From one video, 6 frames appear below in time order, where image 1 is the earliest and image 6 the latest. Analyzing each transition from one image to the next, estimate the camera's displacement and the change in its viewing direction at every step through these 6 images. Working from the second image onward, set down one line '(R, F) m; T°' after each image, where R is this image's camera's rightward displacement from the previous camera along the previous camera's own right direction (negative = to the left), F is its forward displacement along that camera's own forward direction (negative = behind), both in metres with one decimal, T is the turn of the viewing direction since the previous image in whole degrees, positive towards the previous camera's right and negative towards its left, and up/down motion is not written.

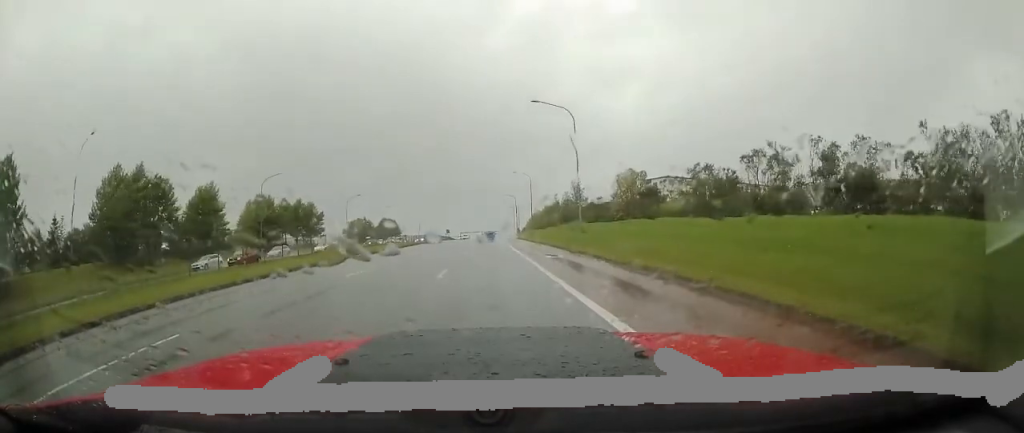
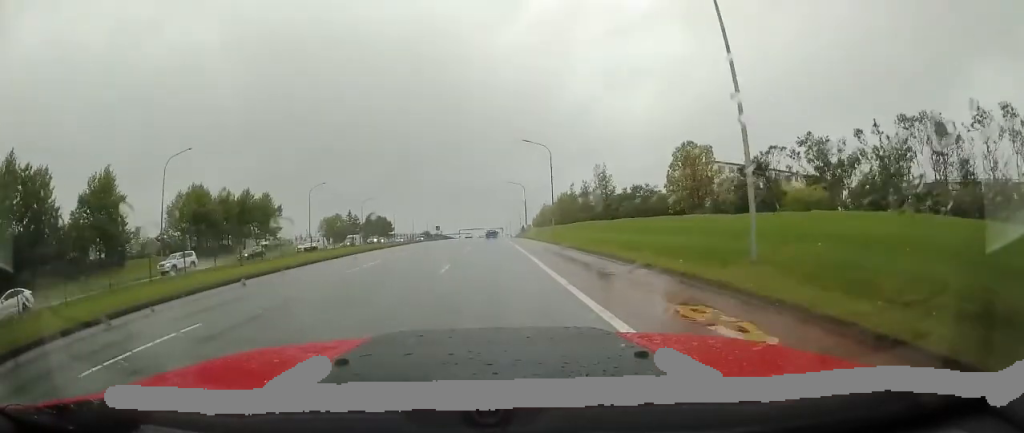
(0.0, +22.1) m; +1°
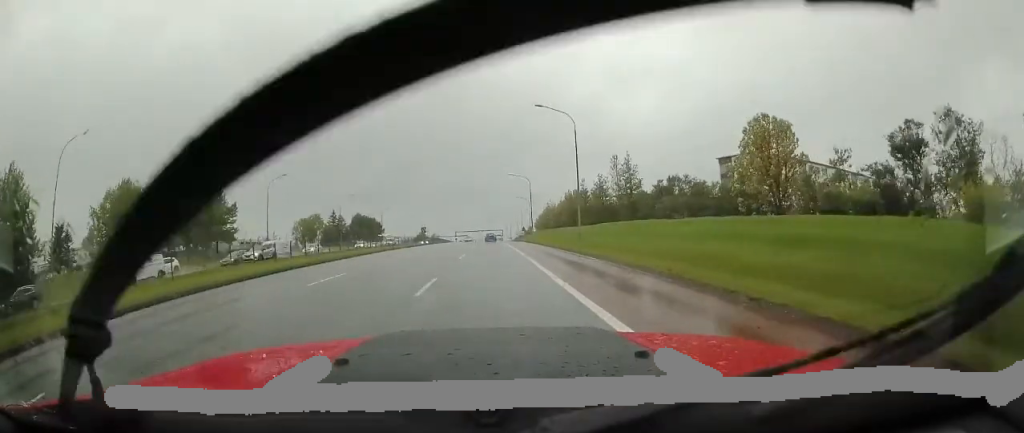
(+0.1, +15.4) m; 0°
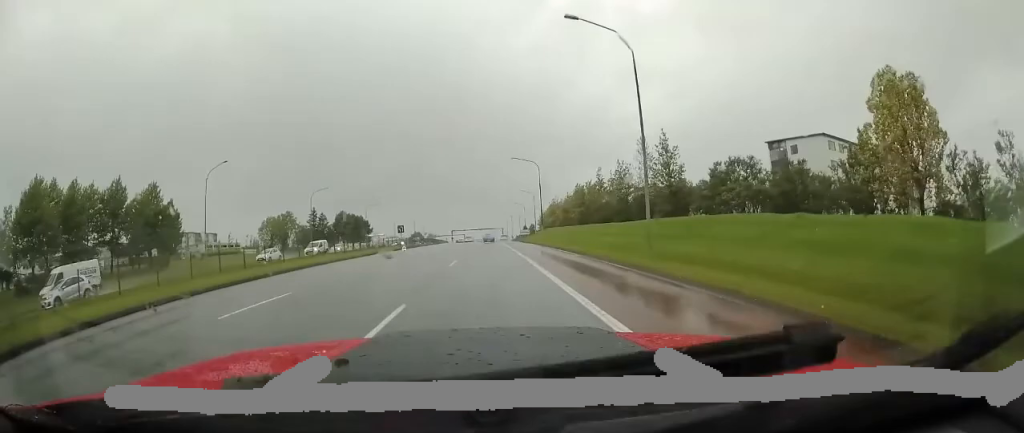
(-0.1, +15.6) m; 0°
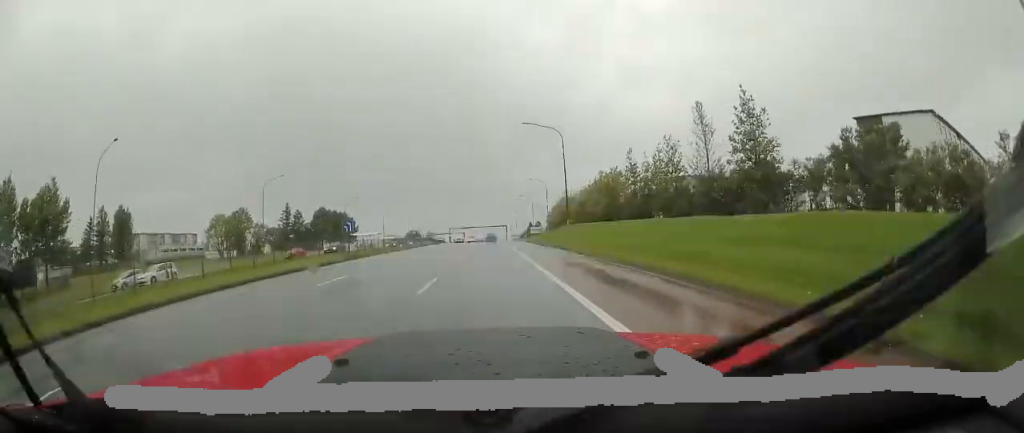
(0.0, +18.3) m; 0°
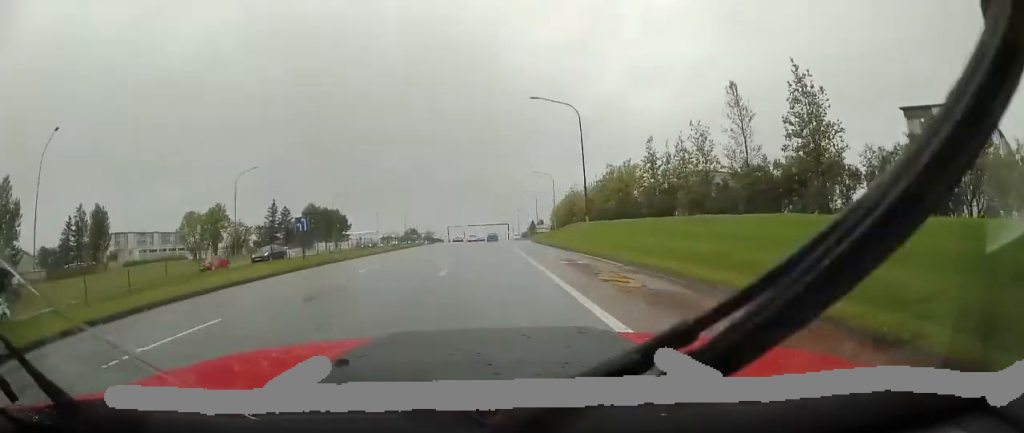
(0.0, +8.1) m; 0°
